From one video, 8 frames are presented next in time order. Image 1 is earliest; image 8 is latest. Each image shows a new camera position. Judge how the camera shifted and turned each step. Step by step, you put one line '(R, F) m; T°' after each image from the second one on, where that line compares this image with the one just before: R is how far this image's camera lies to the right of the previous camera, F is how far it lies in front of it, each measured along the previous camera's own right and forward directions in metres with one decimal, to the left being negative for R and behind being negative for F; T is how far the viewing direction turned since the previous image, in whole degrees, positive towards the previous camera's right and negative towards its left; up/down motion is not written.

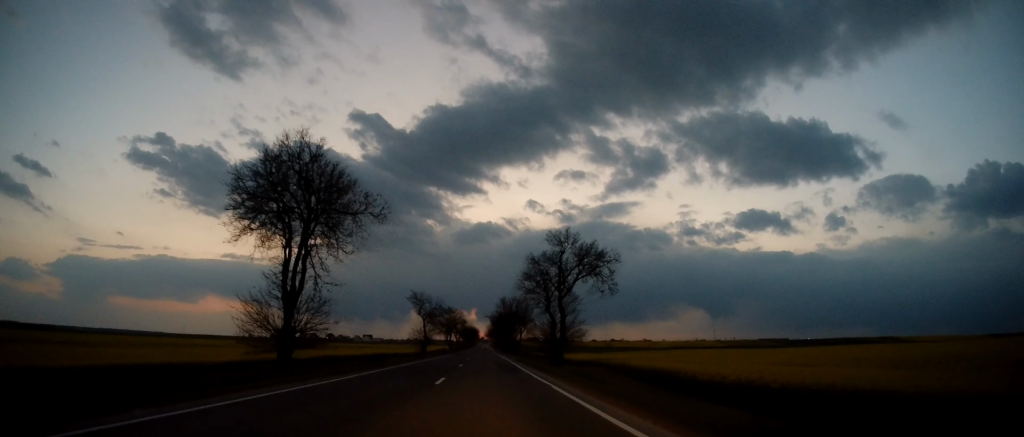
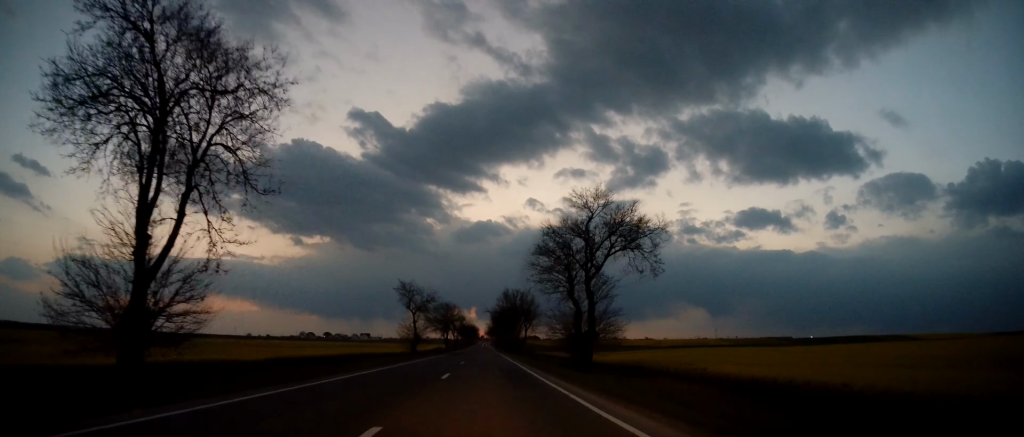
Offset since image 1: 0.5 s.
(-0.3, +12.4) m; 0°
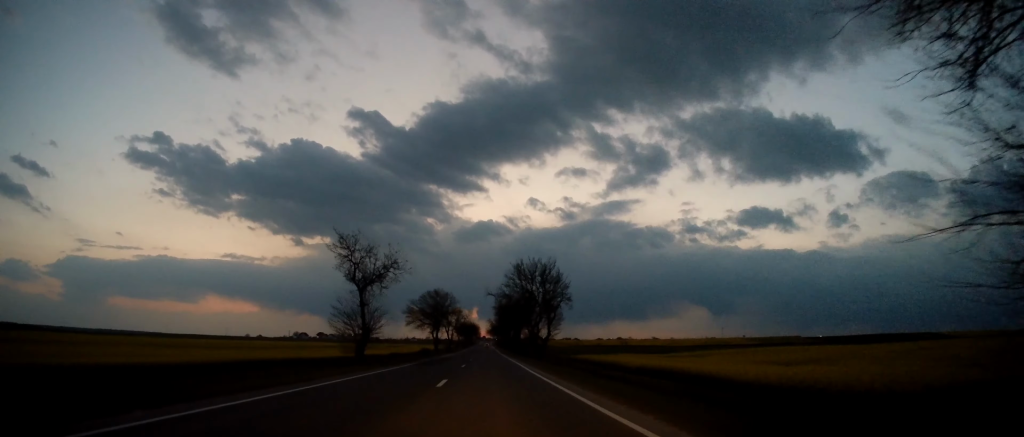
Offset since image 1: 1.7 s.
(+0.3, +32.1) m; 0°
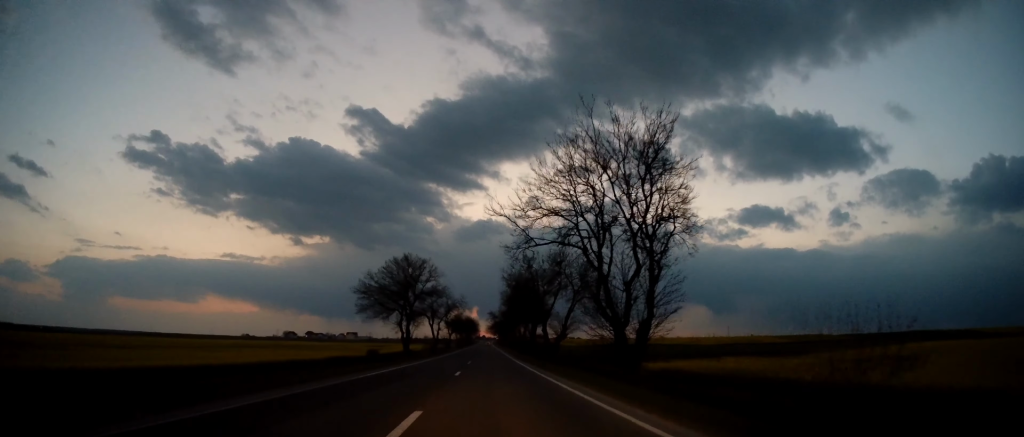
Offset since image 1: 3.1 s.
(-0.3, +38.5) m; +1°
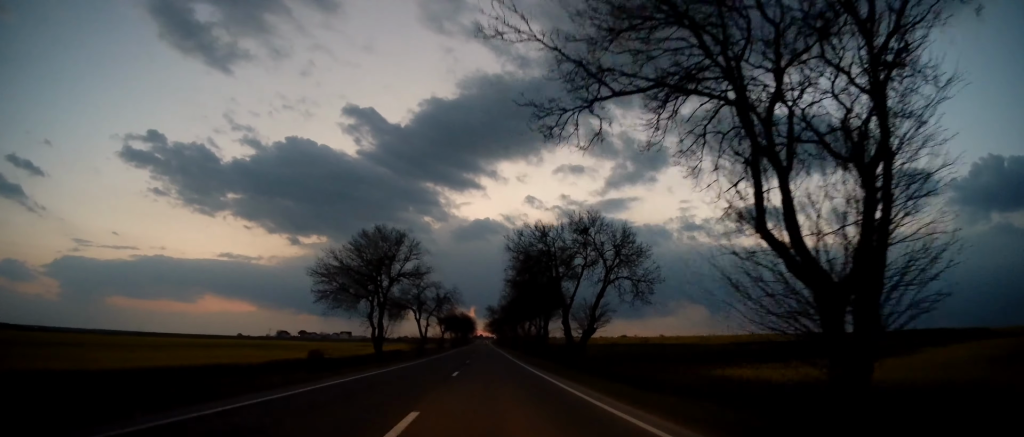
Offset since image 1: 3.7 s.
(+0.2, +15.3) m; +1°
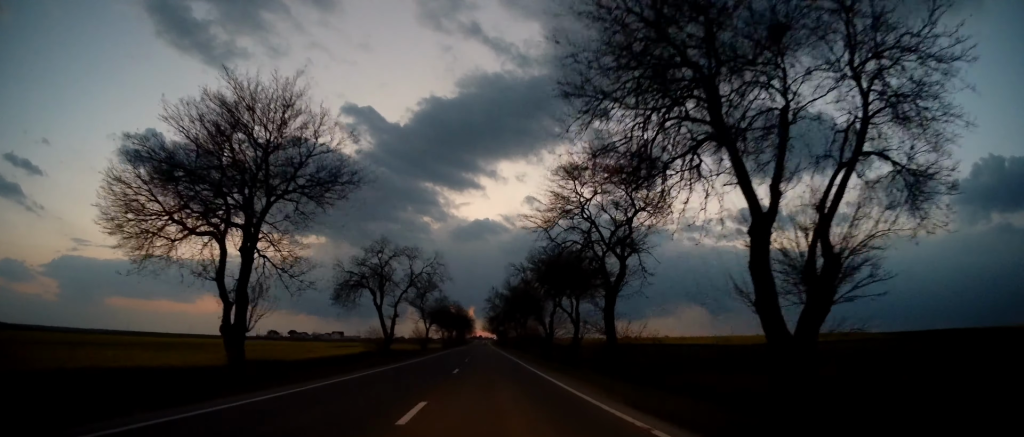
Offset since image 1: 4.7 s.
(0.0, +27.8) m; 0°
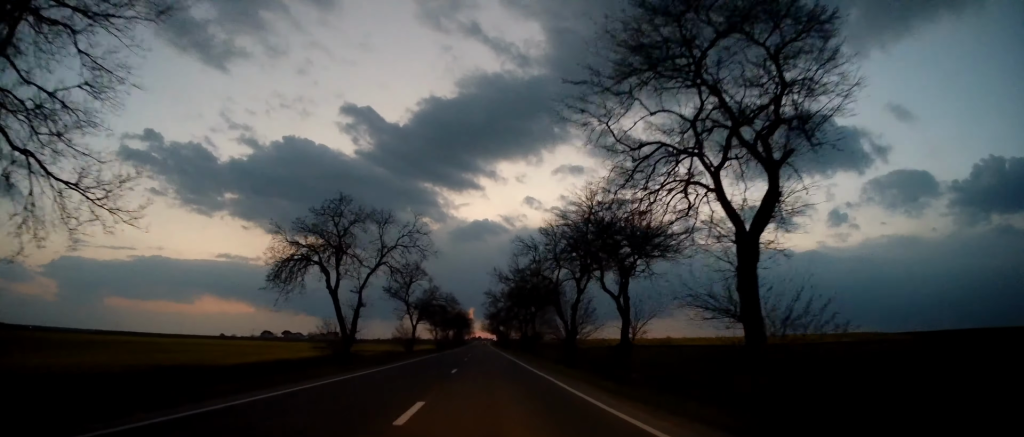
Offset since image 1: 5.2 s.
(0.0, +14.4) m; -1°
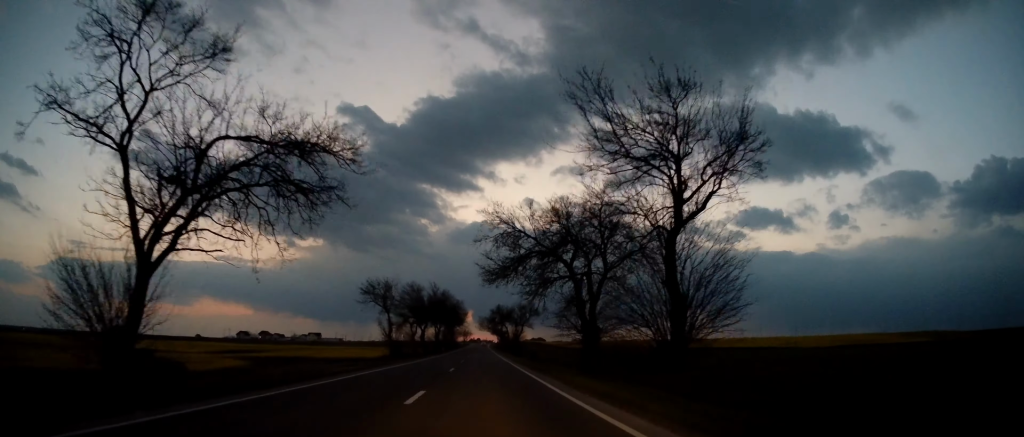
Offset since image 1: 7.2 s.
(0.0, +53.0) m; 0°
